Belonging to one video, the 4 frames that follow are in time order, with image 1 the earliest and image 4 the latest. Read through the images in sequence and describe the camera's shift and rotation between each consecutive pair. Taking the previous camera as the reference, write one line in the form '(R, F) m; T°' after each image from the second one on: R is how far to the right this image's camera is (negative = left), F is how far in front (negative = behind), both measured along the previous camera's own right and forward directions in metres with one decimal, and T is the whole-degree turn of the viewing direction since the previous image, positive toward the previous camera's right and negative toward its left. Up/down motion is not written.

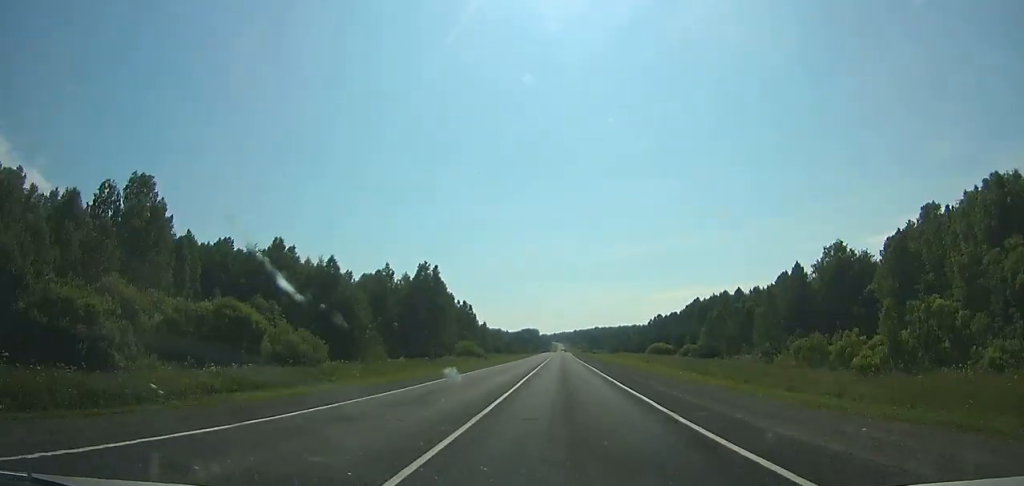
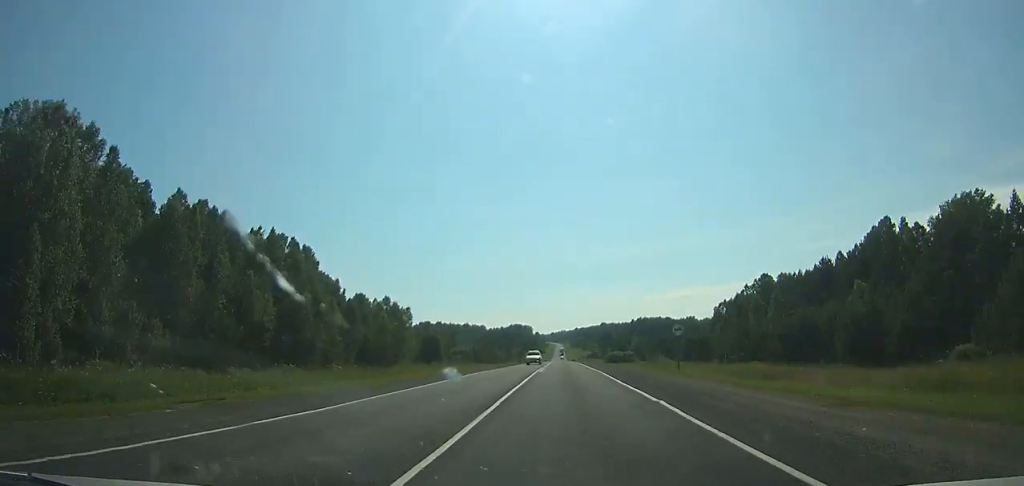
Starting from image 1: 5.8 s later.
(+0.8, +169.0) m; 0°
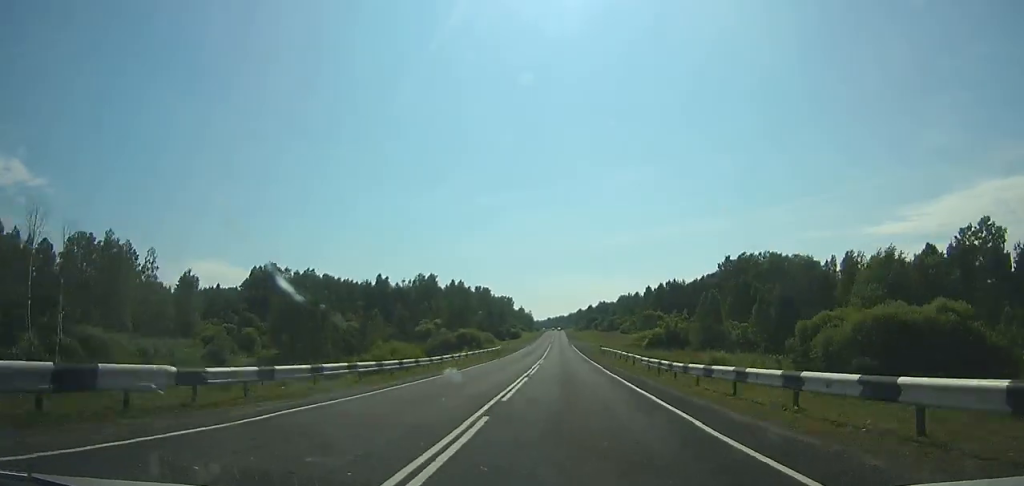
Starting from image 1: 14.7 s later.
(+0.7, +250.2) m; 0°
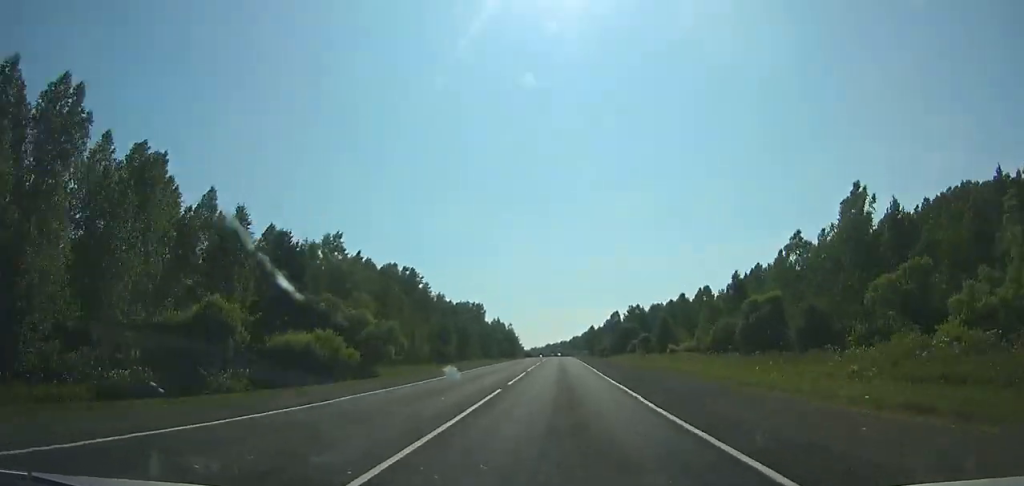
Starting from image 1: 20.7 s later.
(-0.5, +161.7) m; 0°
